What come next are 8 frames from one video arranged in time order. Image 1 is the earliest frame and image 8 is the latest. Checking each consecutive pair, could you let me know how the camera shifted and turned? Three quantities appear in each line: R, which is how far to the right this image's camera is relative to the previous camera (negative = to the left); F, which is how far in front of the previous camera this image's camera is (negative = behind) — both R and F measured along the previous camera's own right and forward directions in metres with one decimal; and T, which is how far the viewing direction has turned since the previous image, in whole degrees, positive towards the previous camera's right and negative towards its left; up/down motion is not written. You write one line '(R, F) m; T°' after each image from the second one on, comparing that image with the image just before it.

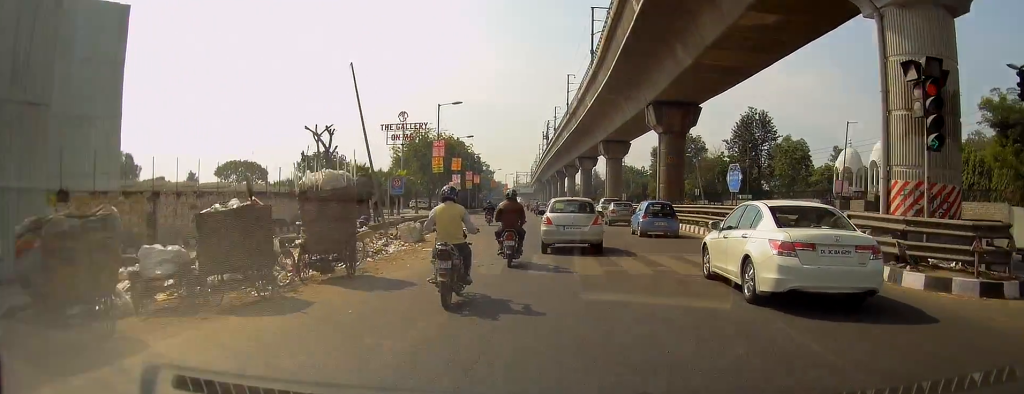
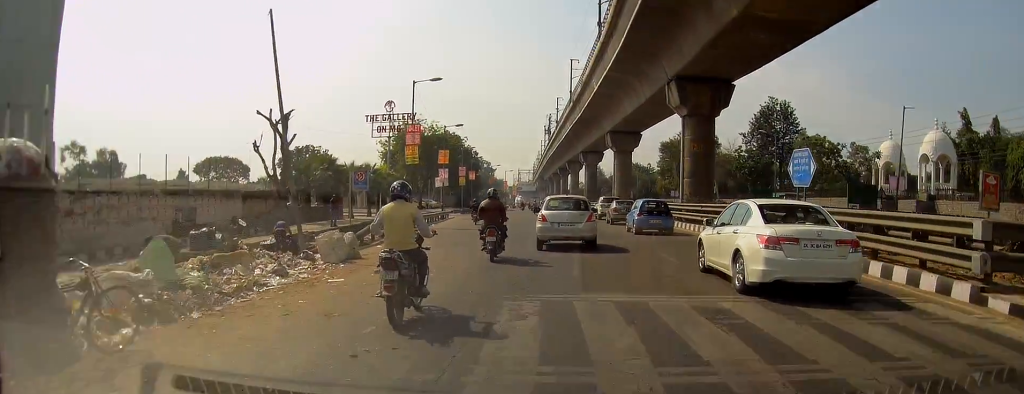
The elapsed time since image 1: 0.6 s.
(-0.1, +7.6) m; -1°
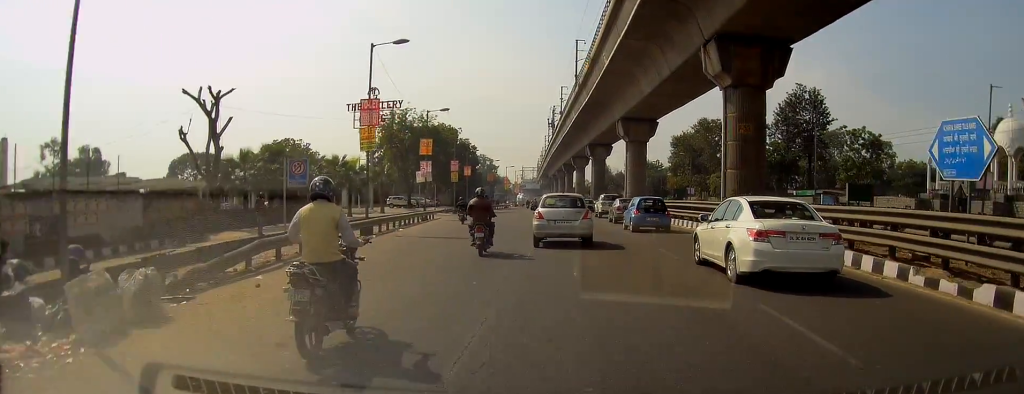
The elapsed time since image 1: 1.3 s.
(-0.1, +8.2) m; -1°
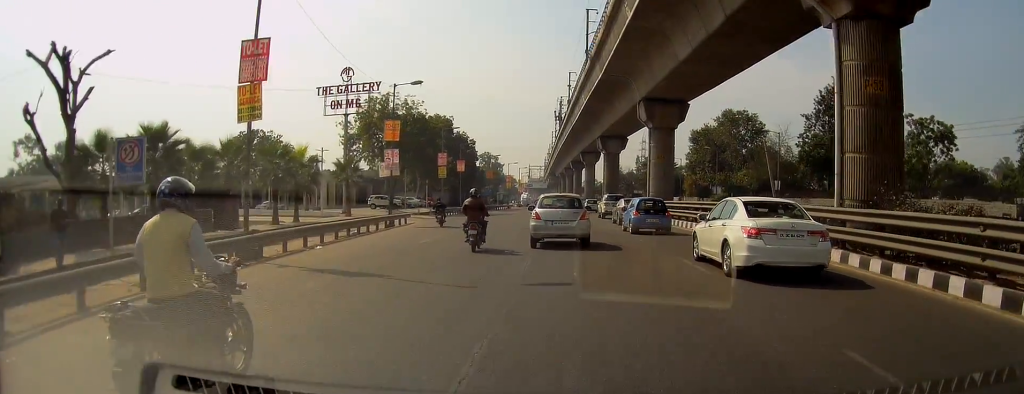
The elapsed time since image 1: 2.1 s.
(-0.1, +10.6) m; 0°
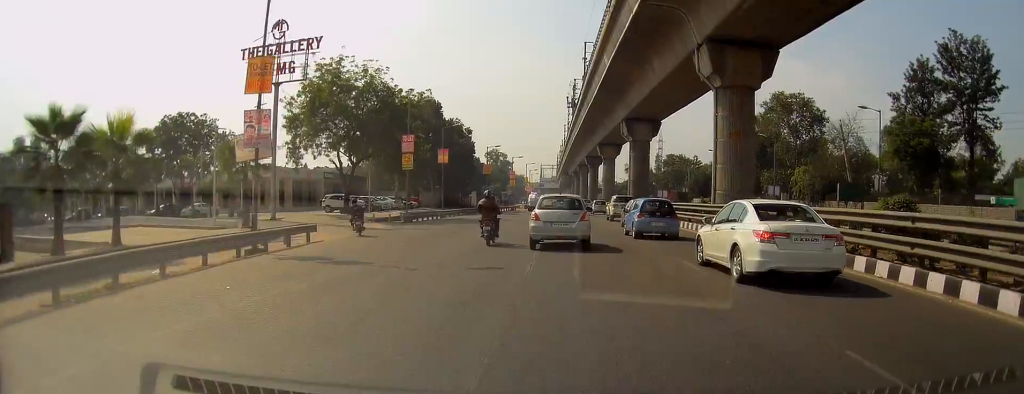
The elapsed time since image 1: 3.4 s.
(+0.1, +16.7) m; 0°
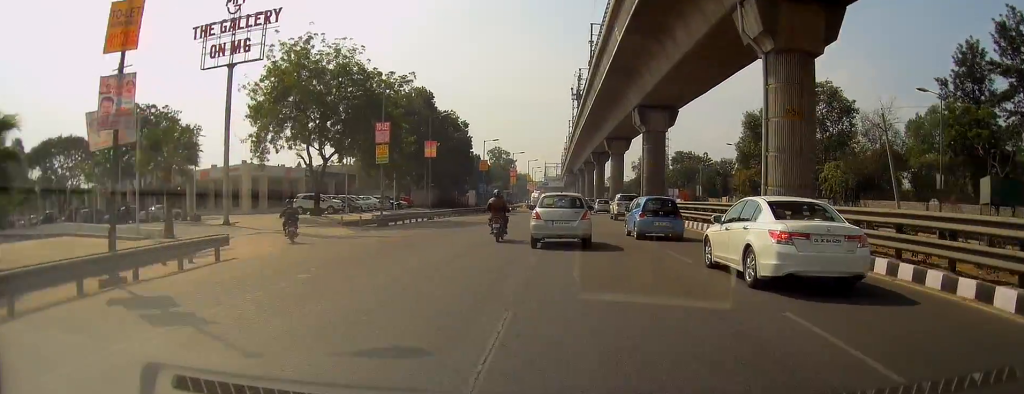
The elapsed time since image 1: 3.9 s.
(+0.1, +6.7) m; -1°
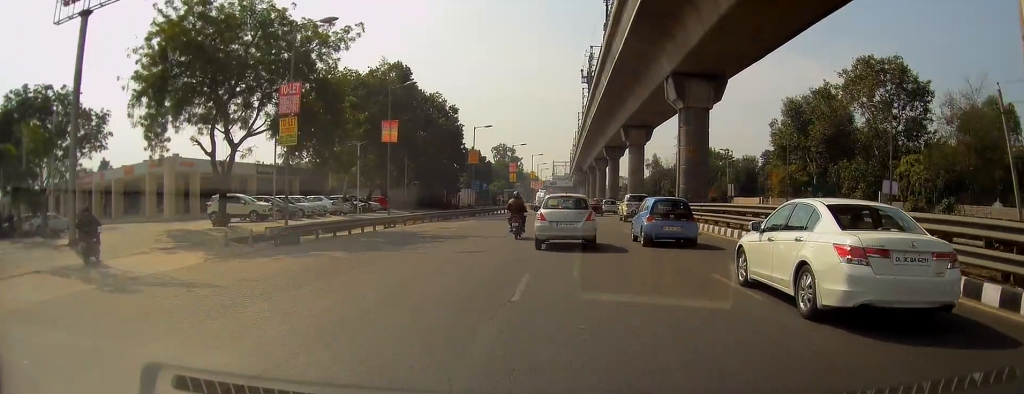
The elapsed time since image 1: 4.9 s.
(-0.2, +13.3) m; -2°
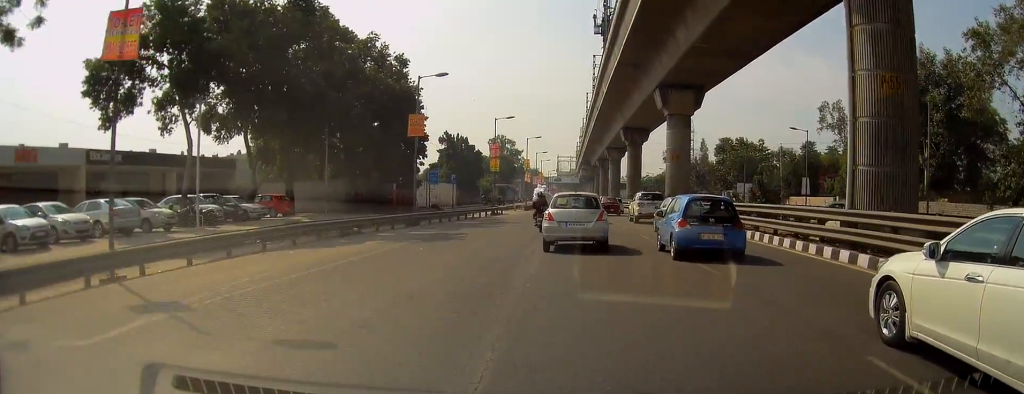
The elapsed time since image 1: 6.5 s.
(-0.6, +23.5) m; -1°
